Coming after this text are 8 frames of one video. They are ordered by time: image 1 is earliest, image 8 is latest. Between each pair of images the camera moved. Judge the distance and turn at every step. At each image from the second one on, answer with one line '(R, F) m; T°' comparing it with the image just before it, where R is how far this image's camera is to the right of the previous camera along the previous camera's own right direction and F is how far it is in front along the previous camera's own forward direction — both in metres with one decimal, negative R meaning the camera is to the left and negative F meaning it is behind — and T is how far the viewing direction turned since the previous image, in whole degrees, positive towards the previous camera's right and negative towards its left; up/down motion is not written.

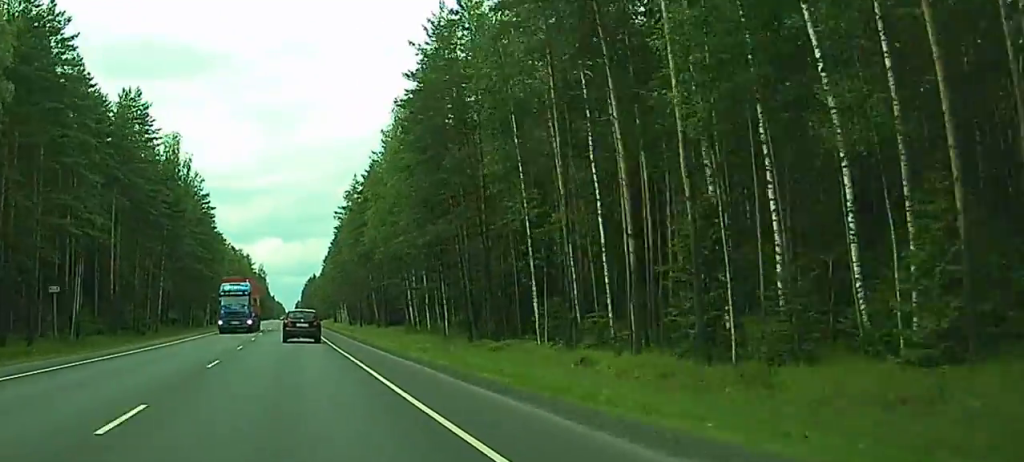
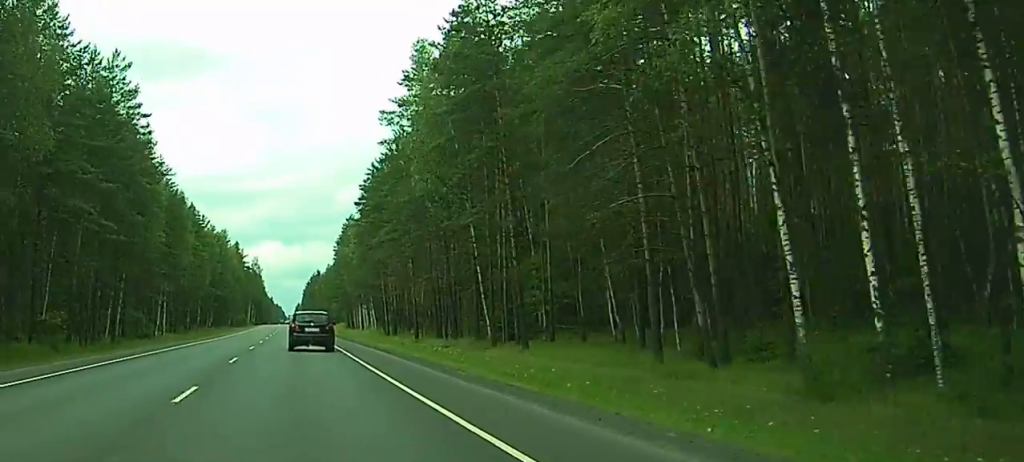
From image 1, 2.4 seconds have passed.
(+0.6, +67.4) m; +1°
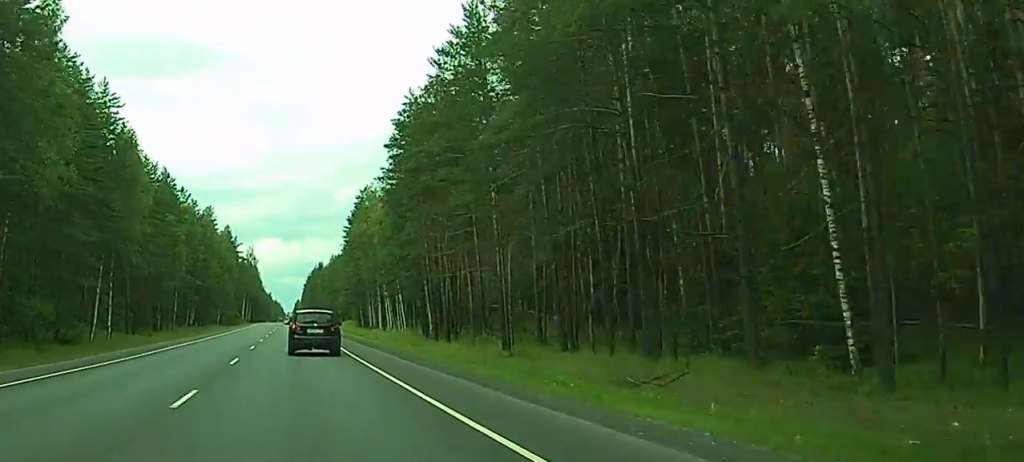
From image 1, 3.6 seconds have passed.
(-0.1, +36.6) m; -1°
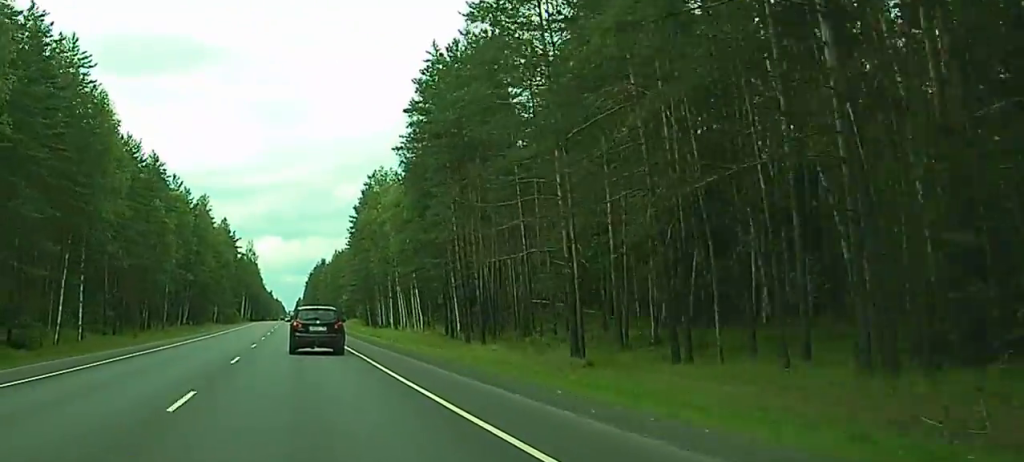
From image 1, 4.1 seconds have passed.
(-0.1, +12.6) m; 0°
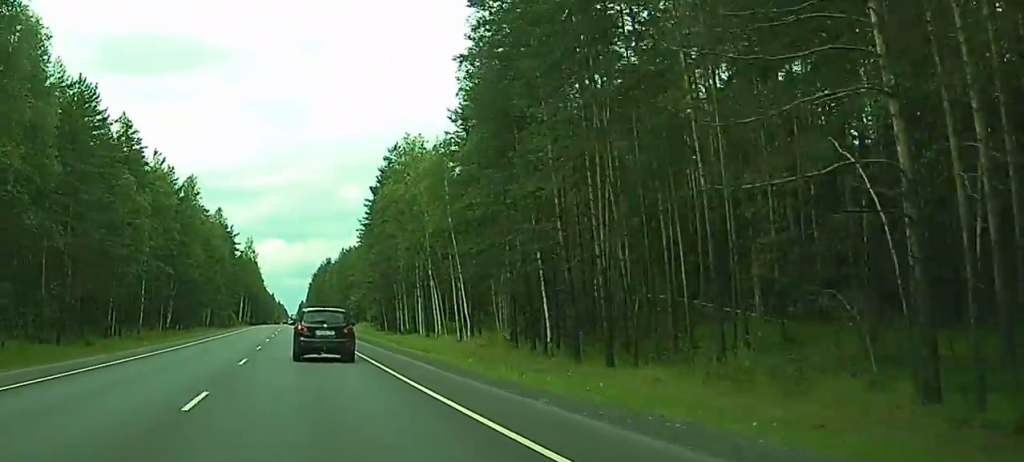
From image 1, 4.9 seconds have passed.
(-0.2, +23.4) m; -1°
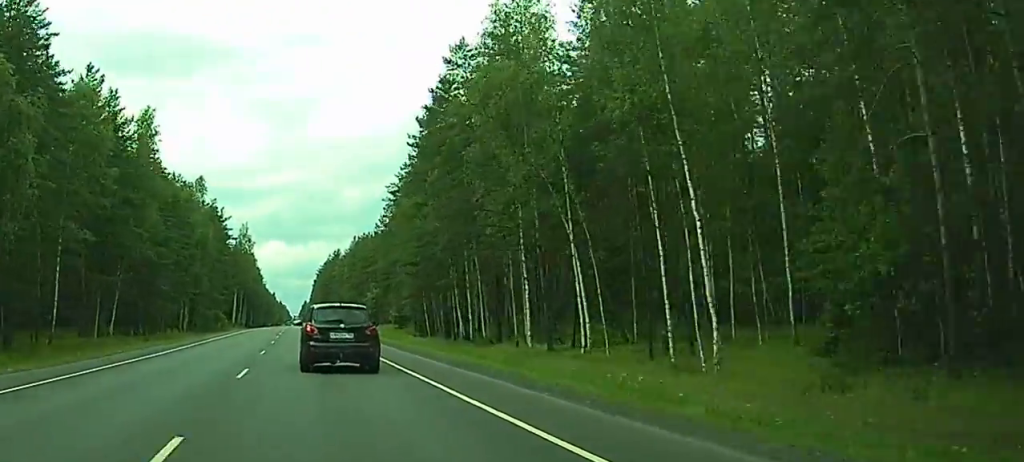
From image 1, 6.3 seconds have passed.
(-0.4, +41.4) m; -1°
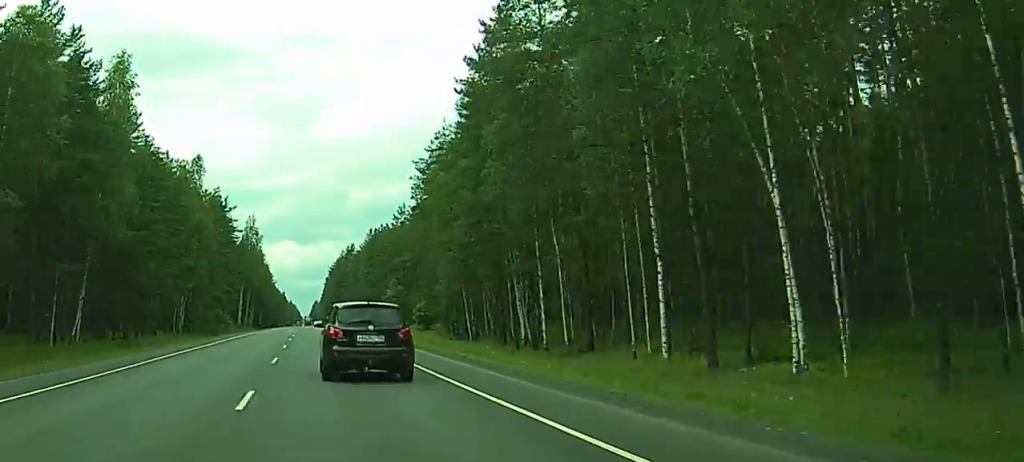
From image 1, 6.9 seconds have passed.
(0.0, +18.0) m; 0°
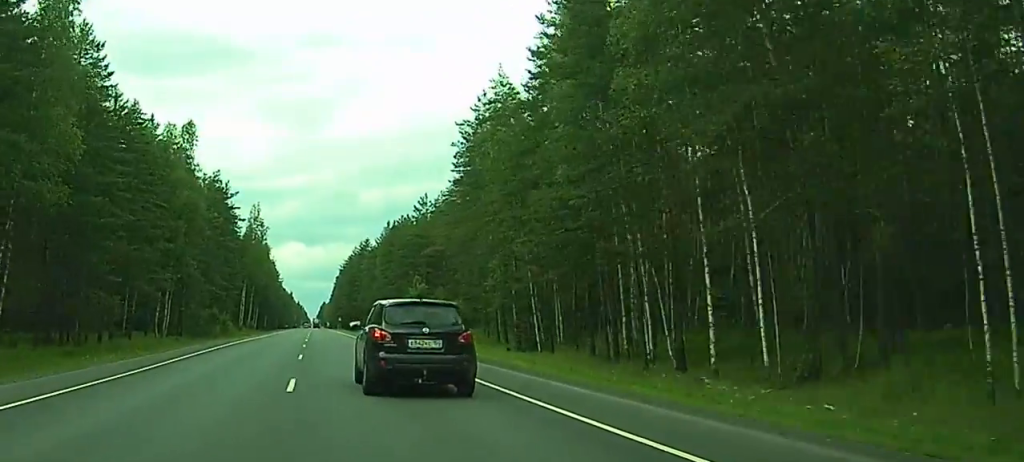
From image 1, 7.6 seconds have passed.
(+0.1, +21.0) m; 0°
